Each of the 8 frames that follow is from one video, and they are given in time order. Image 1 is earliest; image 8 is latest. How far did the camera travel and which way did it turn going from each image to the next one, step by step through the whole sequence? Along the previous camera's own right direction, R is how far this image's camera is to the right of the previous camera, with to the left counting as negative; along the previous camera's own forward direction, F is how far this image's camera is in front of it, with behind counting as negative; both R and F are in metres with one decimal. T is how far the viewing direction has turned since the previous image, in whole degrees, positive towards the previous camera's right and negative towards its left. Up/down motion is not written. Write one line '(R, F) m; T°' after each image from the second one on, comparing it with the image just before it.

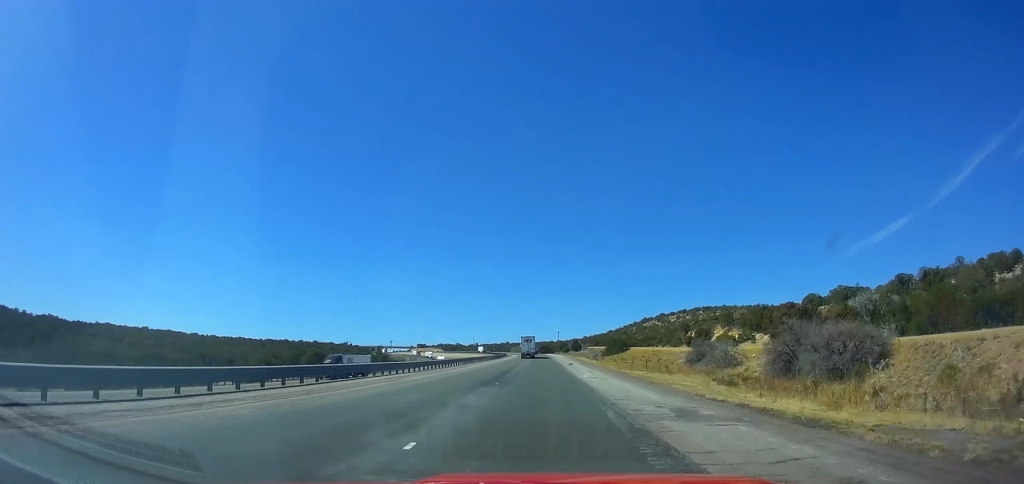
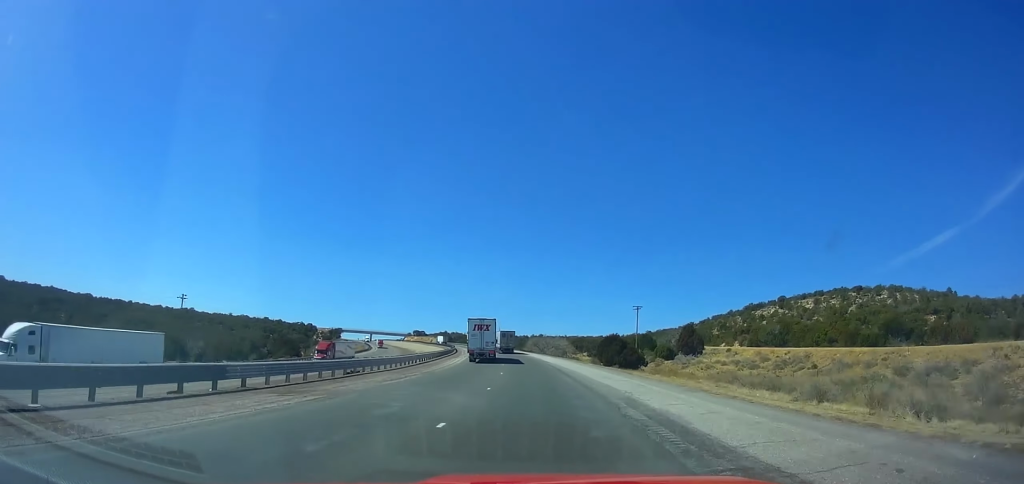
(-2.7, +193.9) m; -4°
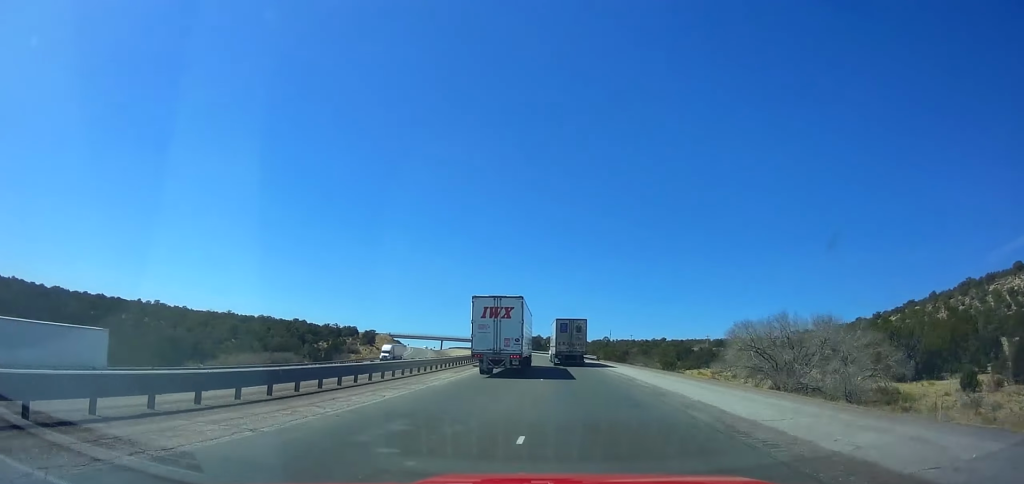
(-9.3, +122.6) m; -8°
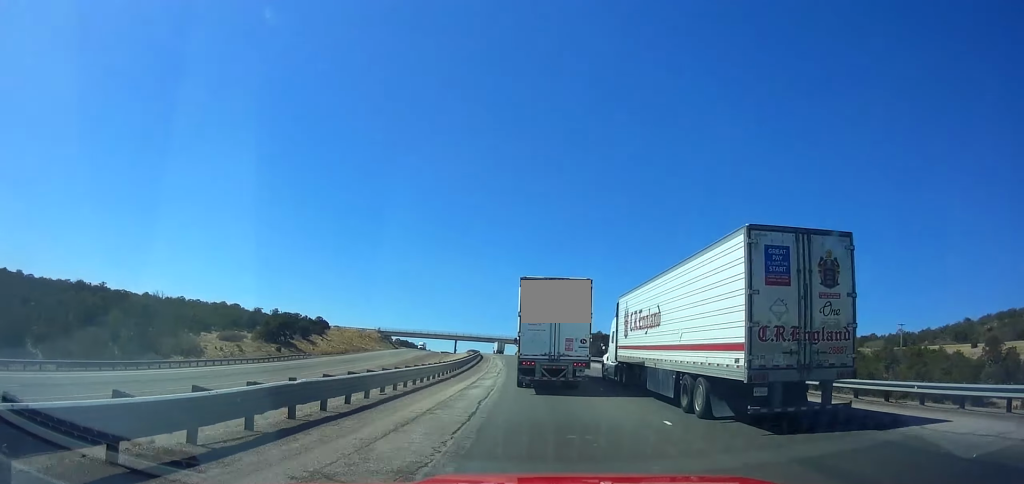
(-9.4, +129.9) m; -8°
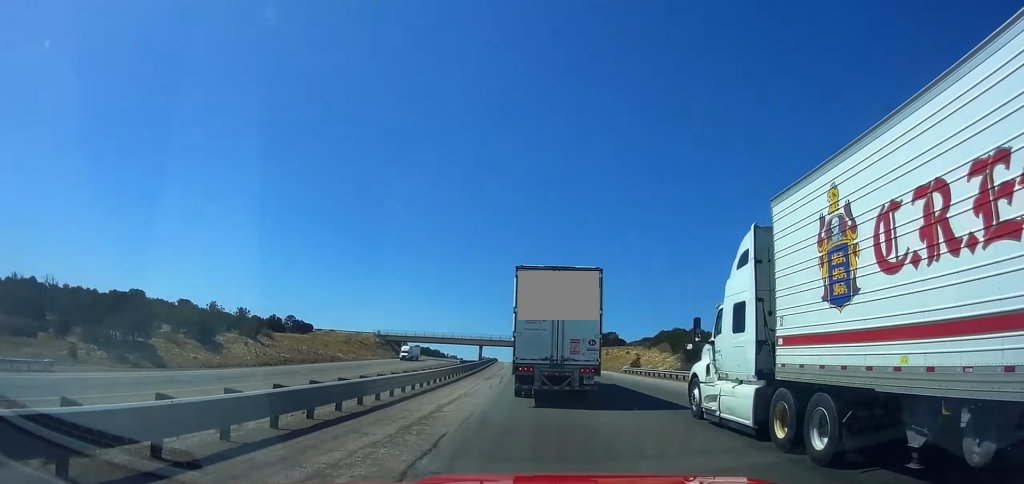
(-1.7, +65.9) m; -4°
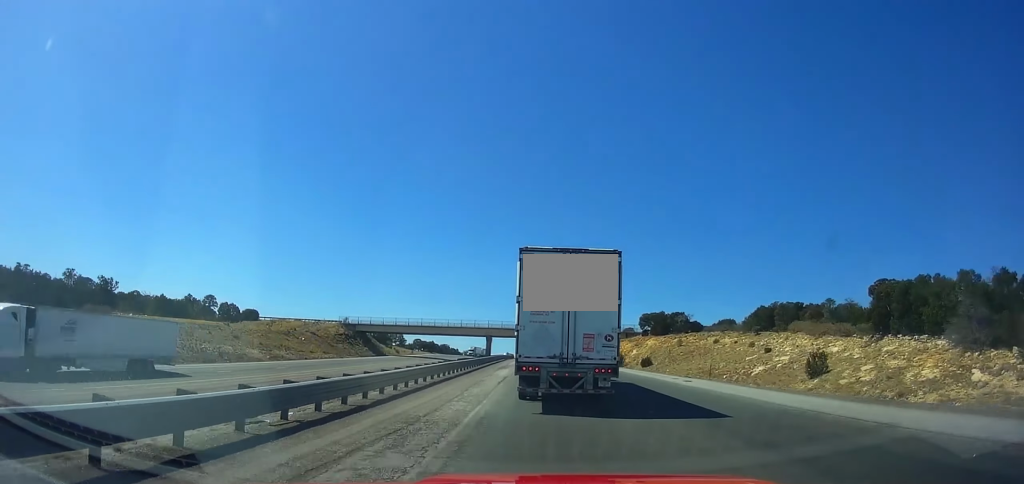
(-2.8, +58.1) m; -3°
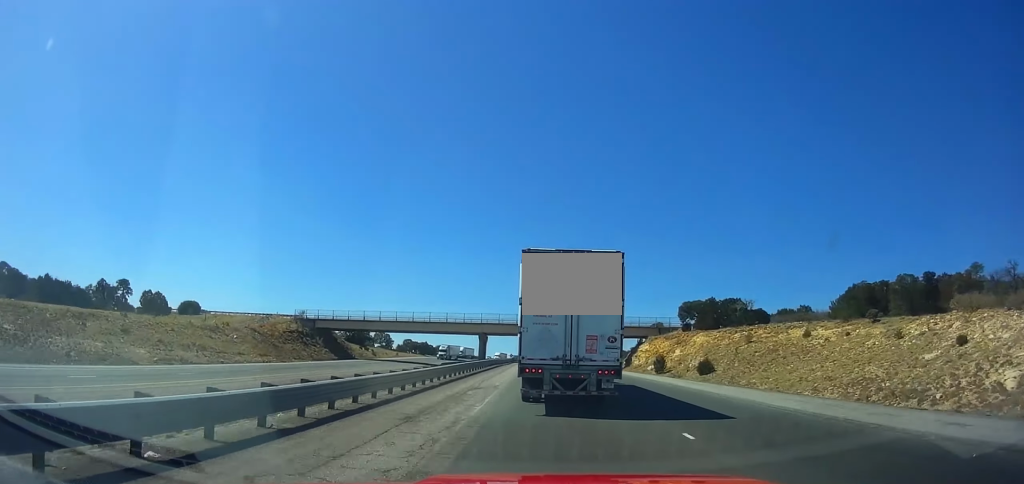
(-0.4, +32.1) m; -1°
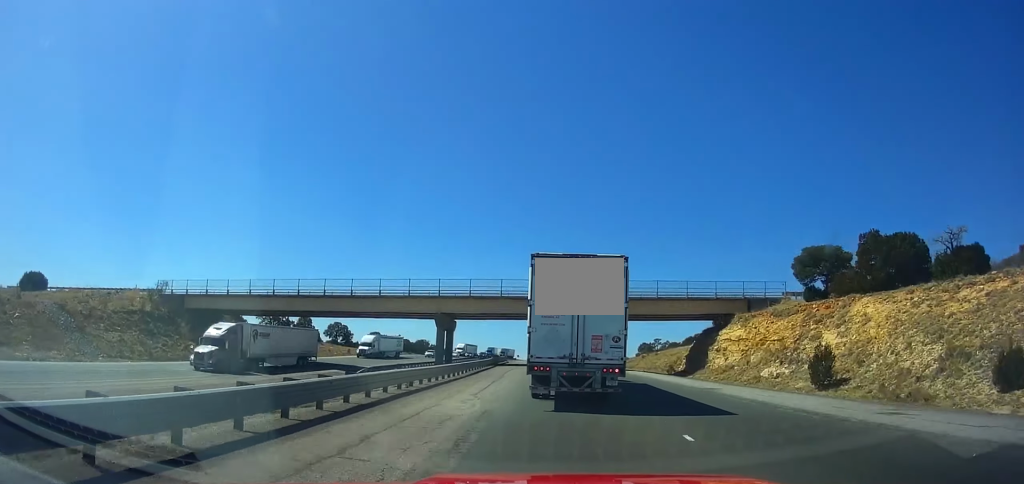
(-0.2, +47.8) m; 0°
